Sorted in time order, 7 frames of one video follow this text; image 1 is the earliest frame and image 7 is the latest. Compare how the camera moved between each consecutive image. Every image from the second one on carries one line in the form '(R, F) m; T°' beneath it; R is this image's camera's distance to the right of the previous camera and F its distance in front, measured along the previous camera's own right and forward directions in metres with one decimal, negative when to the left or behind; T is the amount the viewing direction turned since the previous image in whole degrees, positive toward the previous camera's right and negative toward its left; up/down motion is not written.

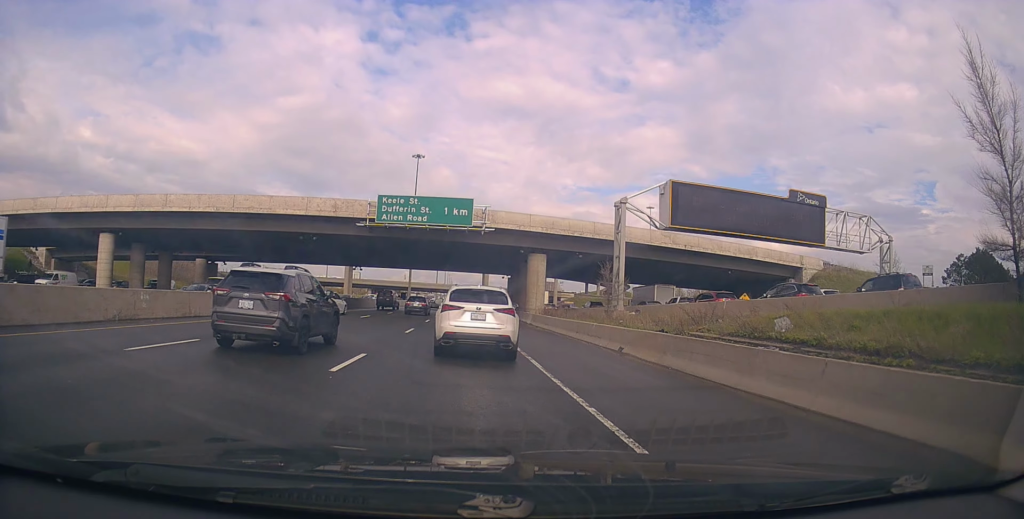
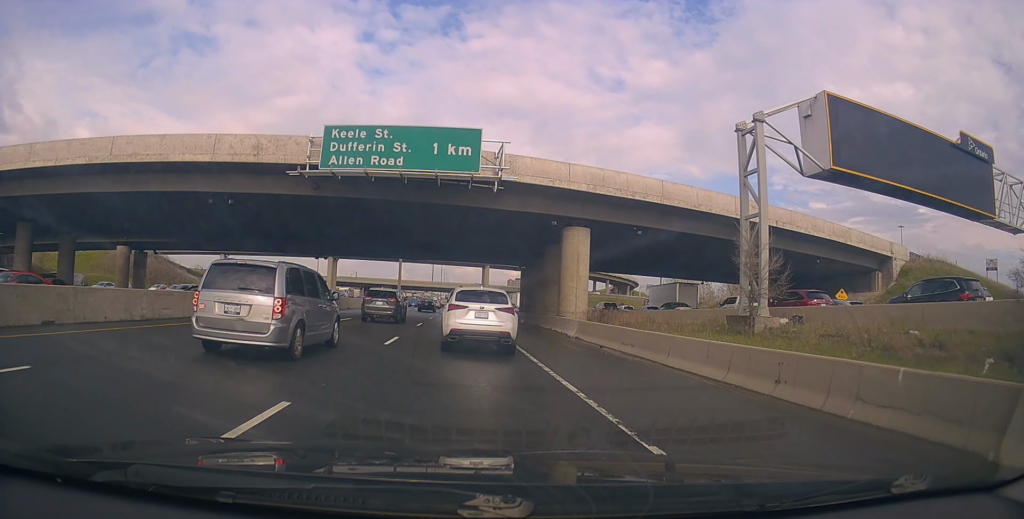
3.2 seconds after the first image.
(-1.0, +17.5) m; -2°
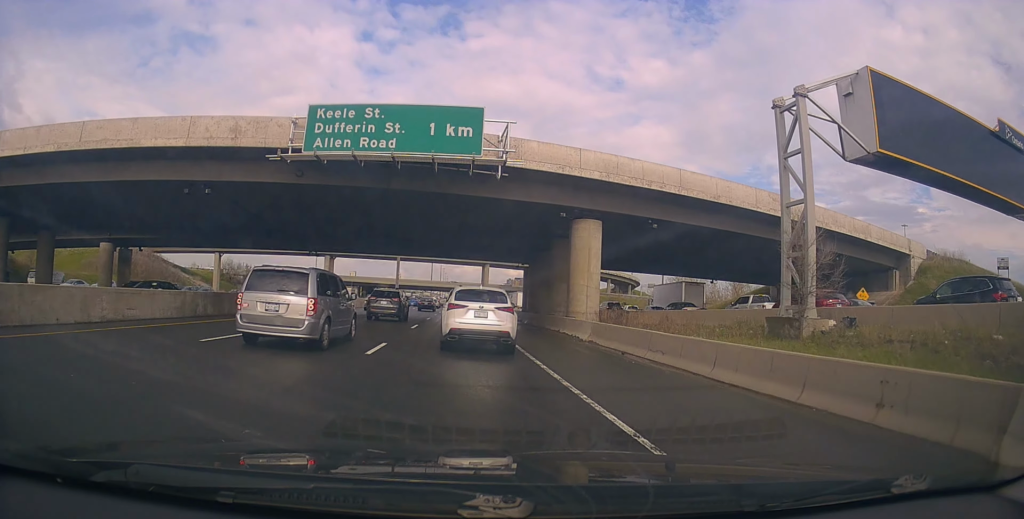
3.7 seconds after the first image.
(0.0, +3.0) m; -1°
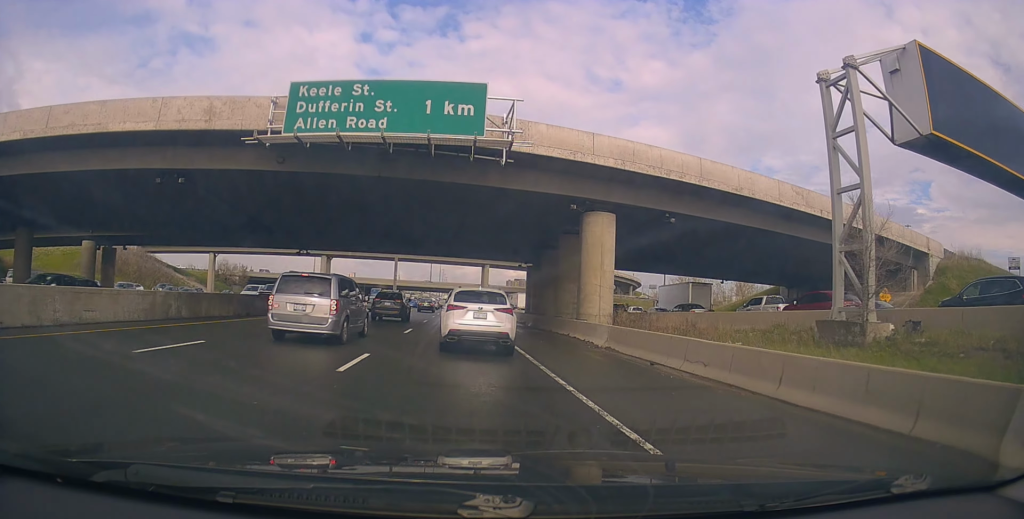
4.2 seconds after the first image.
(0.0, +2.8) m; +1°
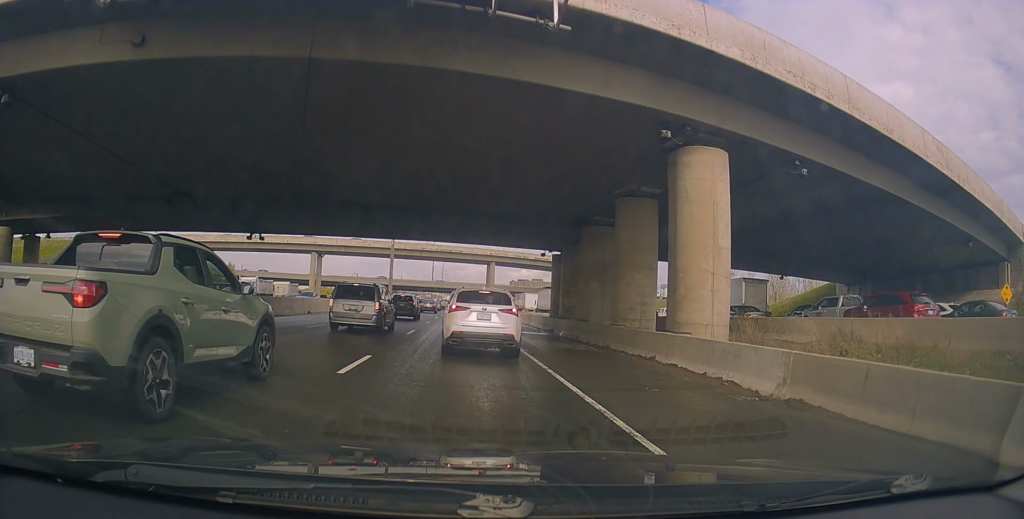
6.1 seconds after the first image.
(+0.9, +11.7) m; +3°
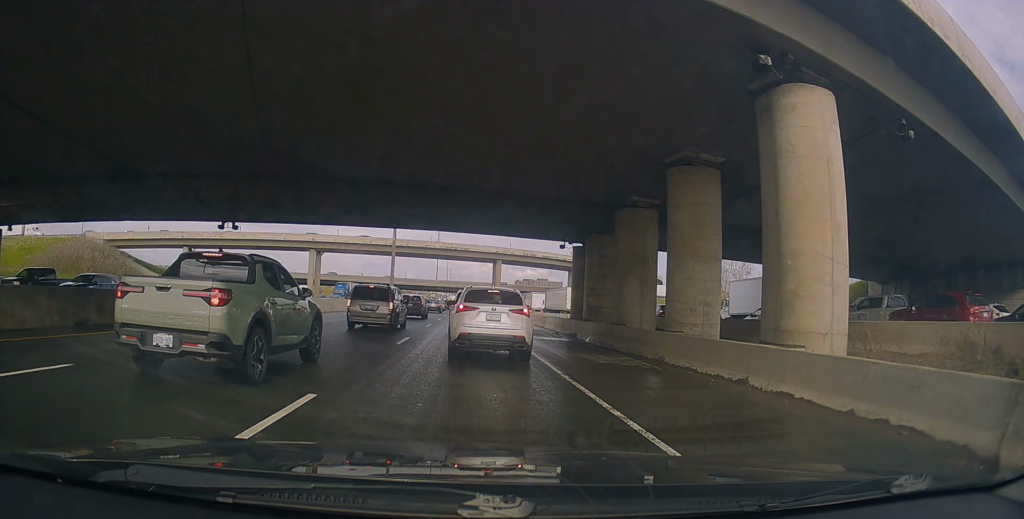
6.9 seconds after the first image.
(-0.3, +5.1) m; -5°
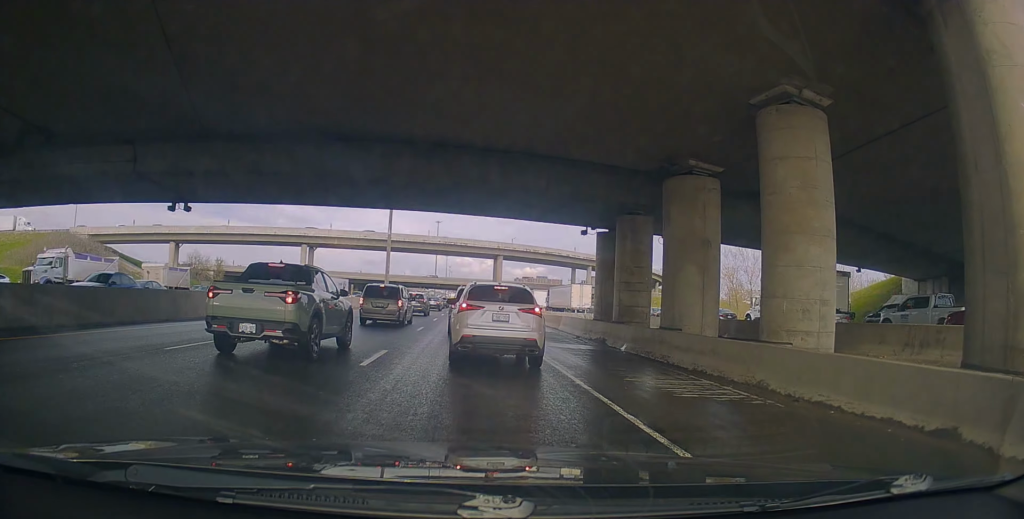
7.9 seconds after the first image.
(-0.1, +5.3) m; +4°
